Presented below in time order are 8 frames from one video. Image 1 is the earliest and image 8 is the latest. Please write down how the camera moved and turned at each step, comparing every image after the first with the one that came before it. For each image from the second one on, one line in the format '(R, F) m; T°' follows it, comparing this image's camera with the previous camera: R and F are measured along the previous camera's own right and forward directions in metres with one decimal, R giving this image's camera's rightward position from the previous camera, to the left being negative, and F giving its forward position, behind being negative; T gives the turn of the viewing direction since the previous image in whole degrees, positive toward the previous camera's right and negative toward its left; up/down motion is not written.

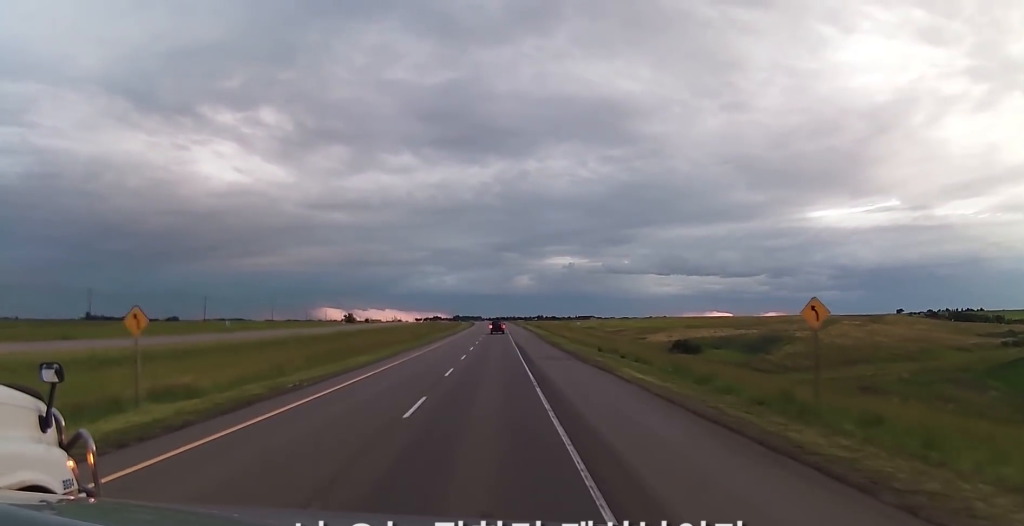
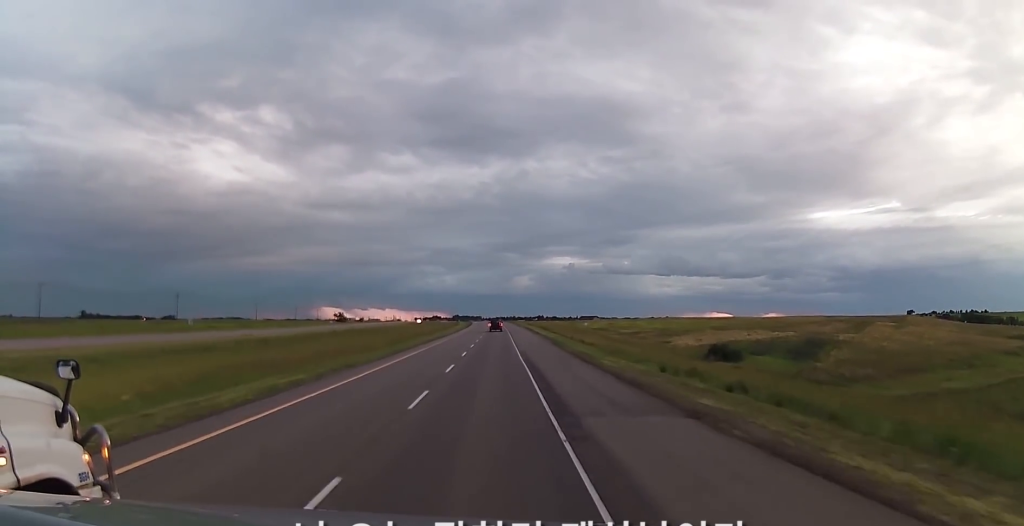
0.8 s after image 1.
(-0.1, +22.9) m; -1°
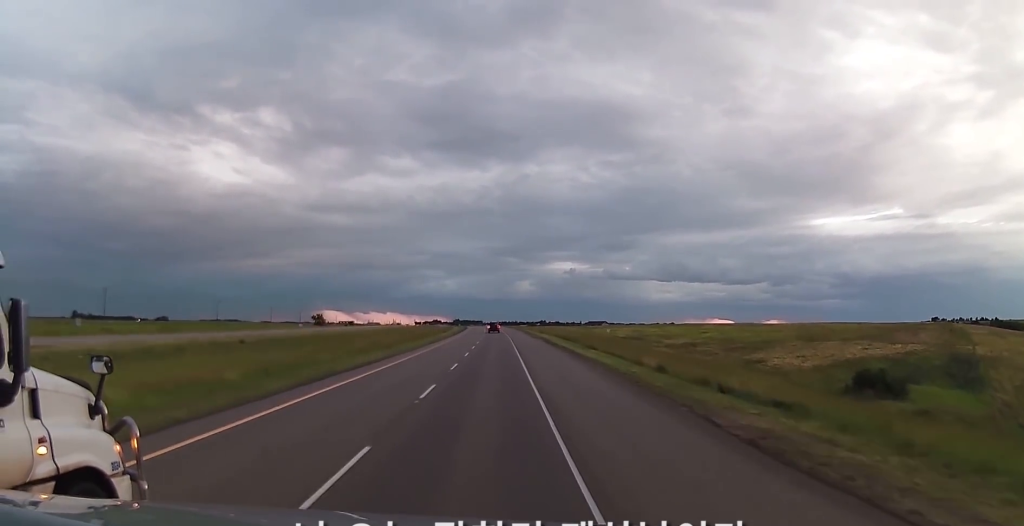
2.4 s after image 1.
(-0.2, +47.1) m; 0°
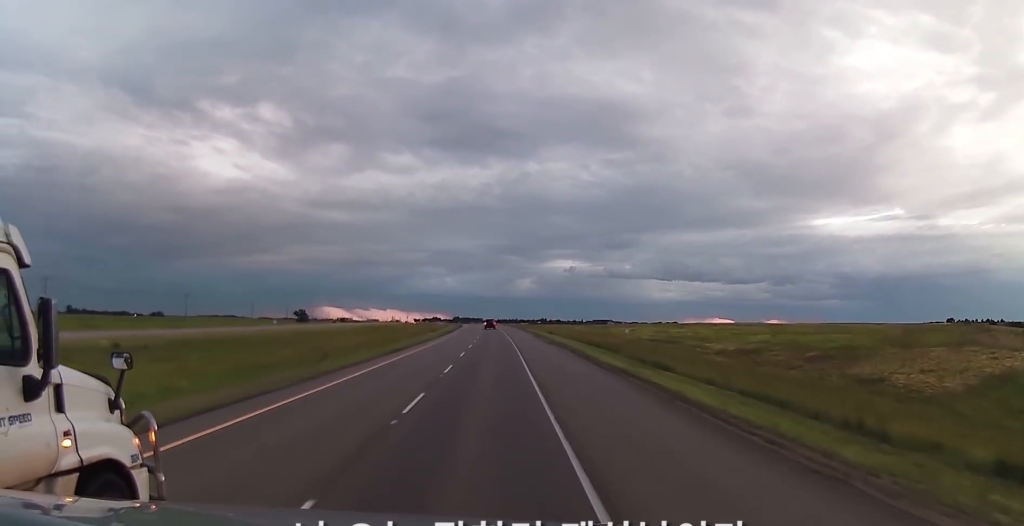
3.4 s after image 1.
(-0.2, +28.8) m; +1°
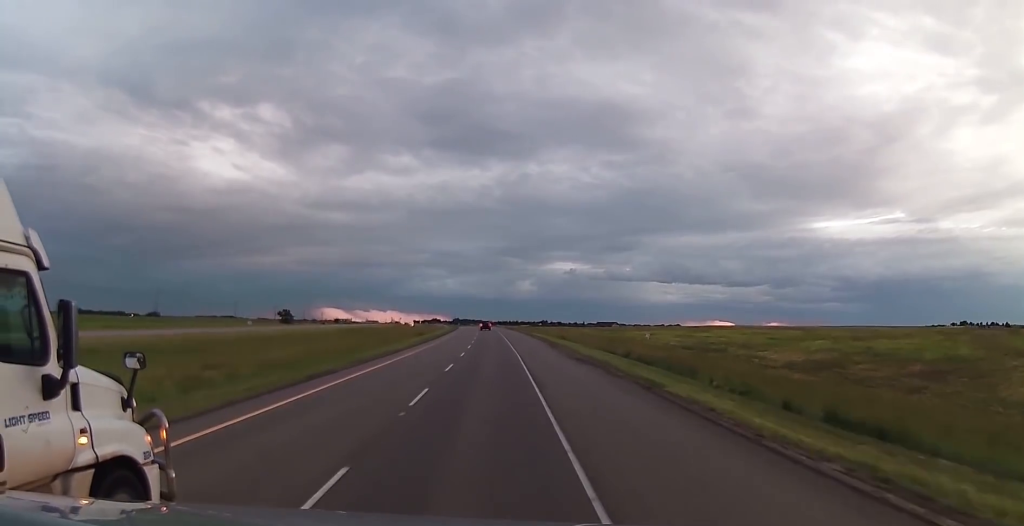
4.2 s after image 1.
(+0.5, +22.8) m; 0°
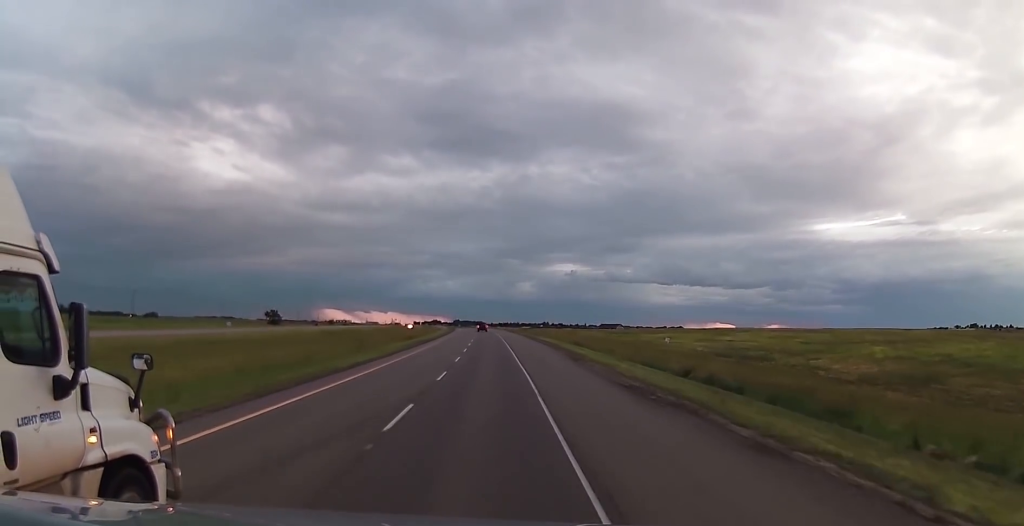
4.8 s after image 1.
(-0.1, +16.8) m; -1°
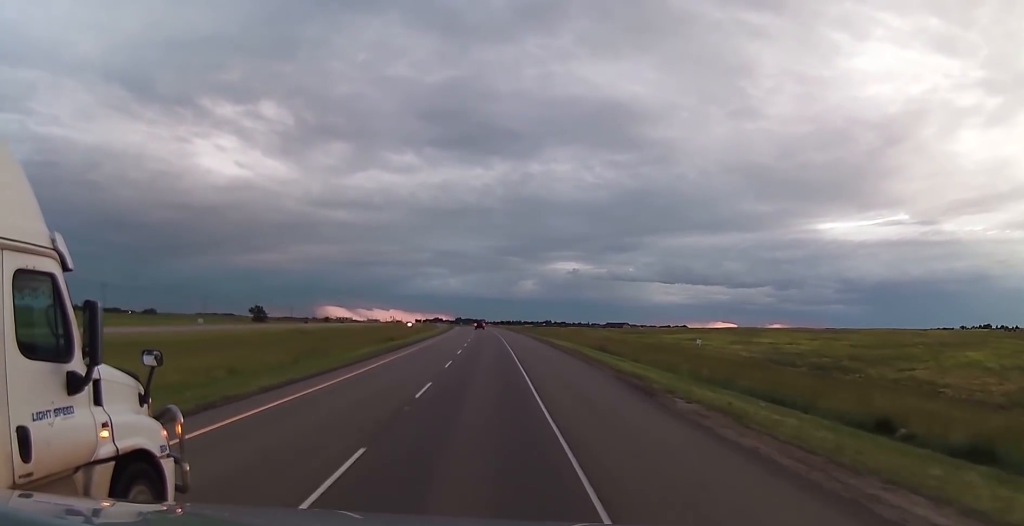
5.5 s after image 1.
(-0.3, +19.2) m; -1°
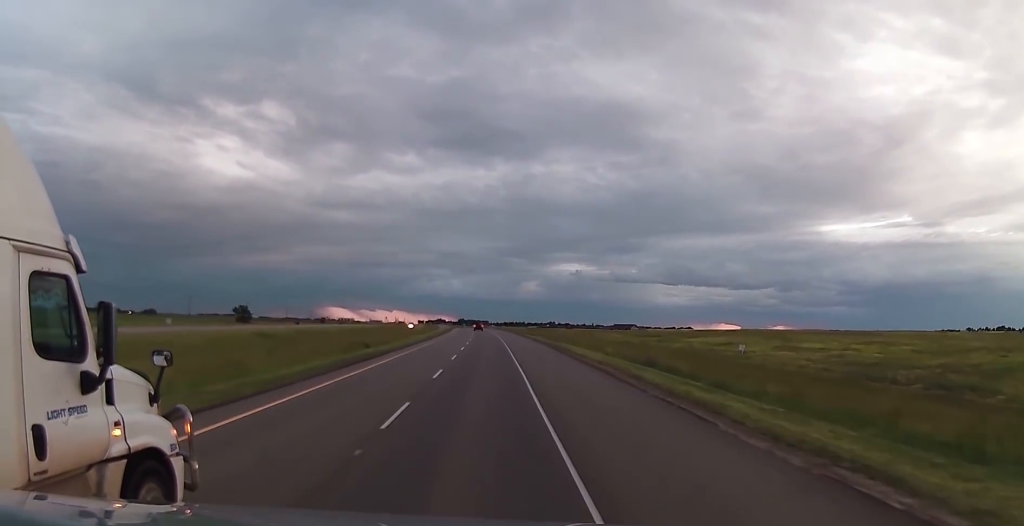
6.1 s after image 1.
(0.0, +18.0) m; 0°
